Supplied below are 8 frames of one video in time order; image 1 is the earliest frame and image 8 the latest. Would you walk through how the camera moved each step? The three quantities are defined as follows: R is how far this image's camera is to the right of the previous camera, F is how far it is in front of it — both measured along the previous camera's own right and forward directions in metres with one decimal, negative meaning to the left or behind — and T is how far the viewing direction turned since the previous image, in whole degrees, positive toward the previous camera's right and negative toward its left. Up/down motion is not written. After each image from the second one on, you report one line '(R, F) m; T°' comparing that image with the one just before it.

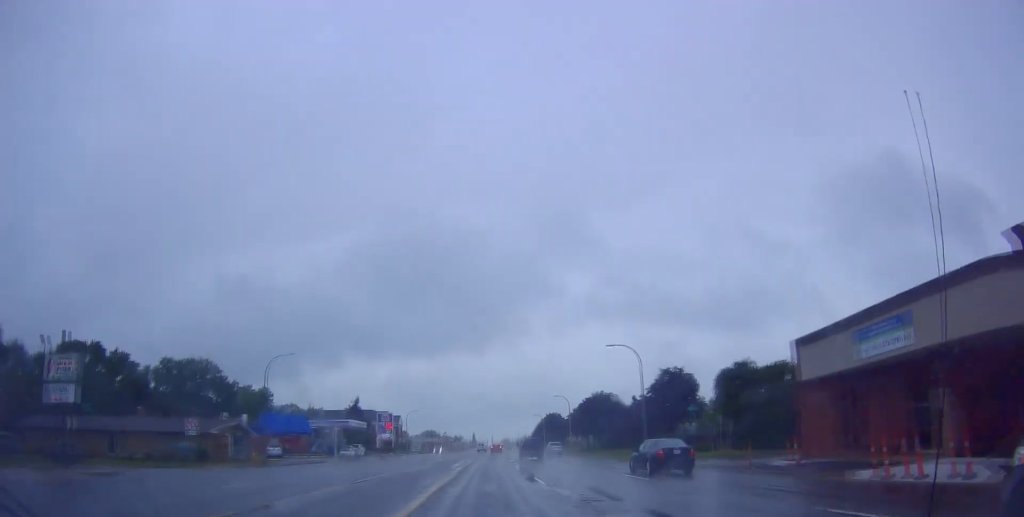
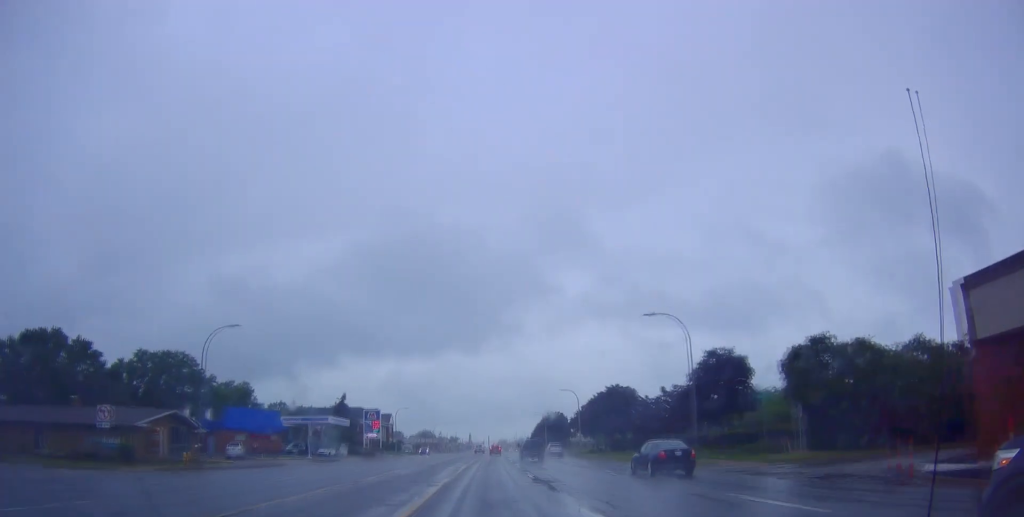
(0.0, +11.5) m; 0°
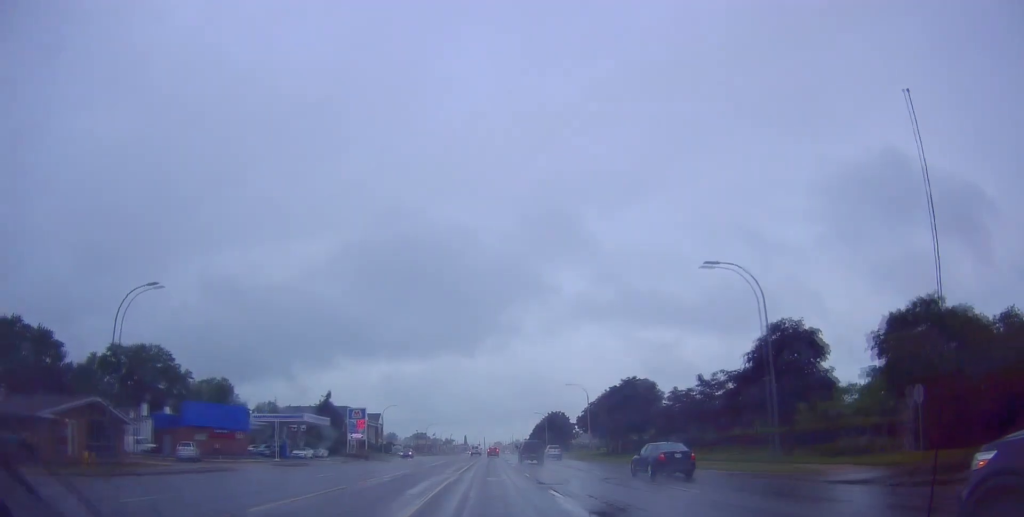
(0.0, +10.4) m; +1°
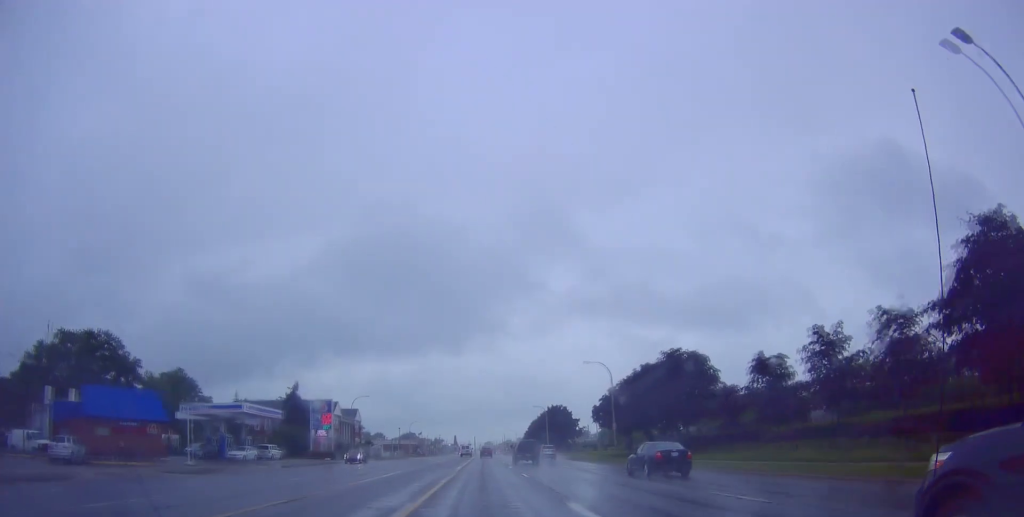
(+0.4, +17.7) m; +2°
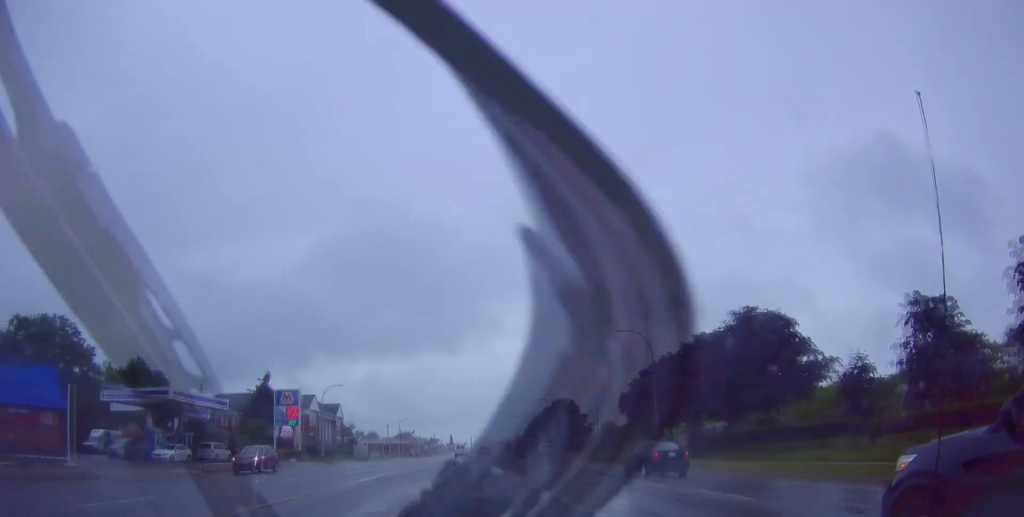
(+0.1, +14.5) m; 0°
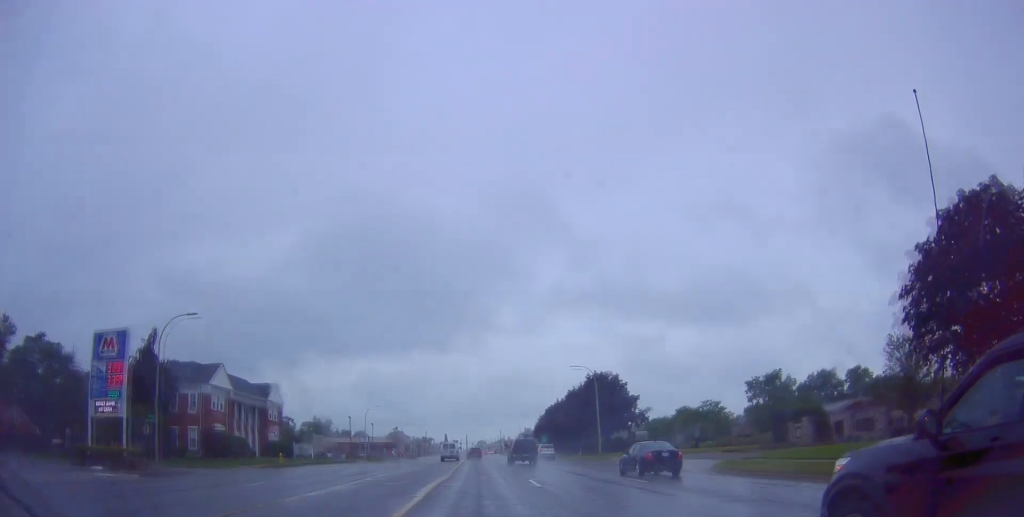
(-0.5, +37.3) m; +1°
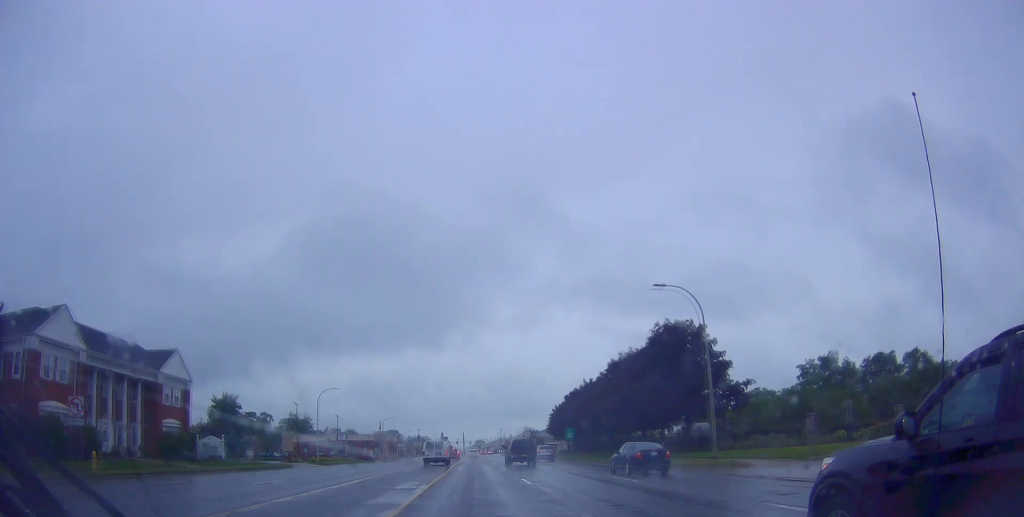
(+1.0, +28.6) m; +1°
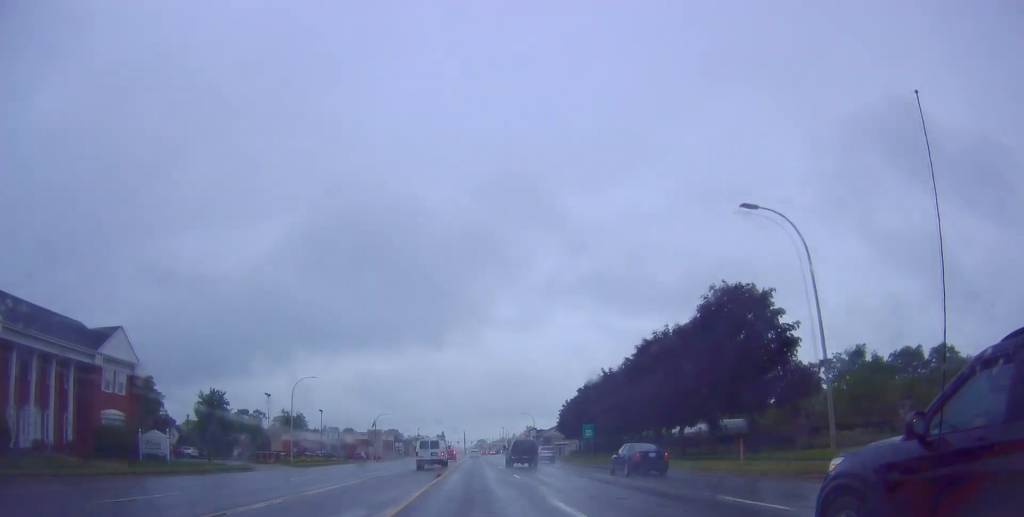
(-0.3, +10.7) m; -1°
